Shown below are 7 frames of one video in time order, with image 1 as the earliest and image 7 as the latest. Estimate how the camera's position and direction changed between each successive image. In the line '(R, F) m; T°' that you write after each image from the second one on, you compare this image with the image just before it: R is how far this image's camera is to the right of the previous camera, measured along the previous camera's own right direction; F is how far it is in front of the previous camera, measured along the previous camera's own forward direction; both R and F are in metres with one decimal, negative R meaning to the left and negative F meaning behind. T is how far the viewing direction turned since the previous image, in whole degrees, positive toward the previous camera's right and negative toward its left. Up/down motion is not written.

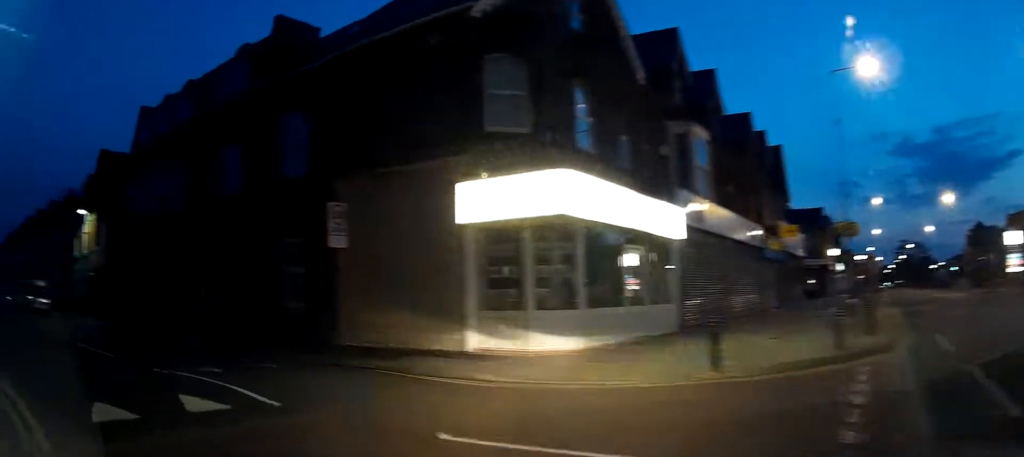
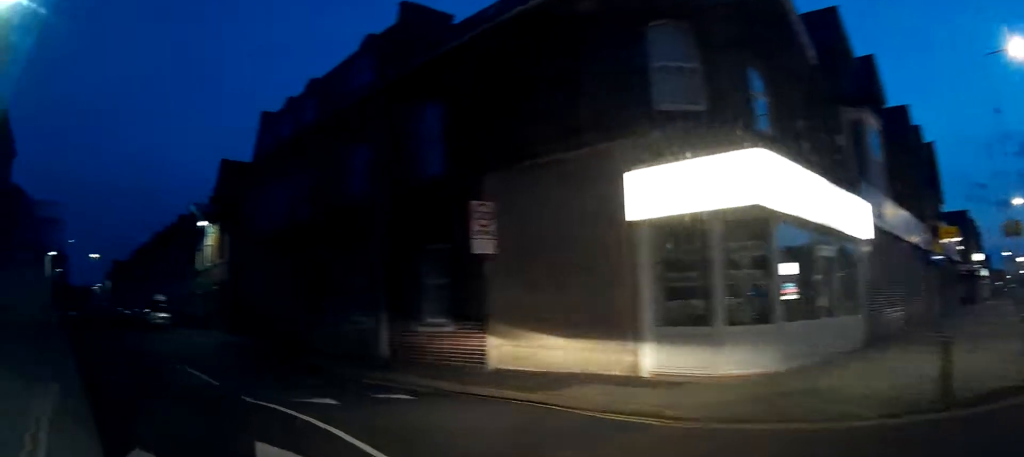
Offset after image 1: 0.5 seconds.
(+0.4, +2.0) m; -11°
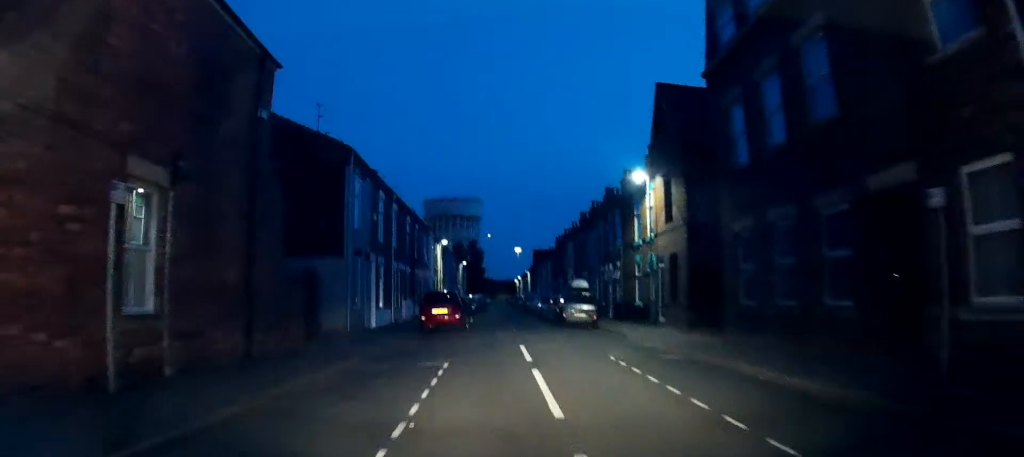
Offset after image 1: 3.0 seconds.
(-5.7, +6.2) m; -56°
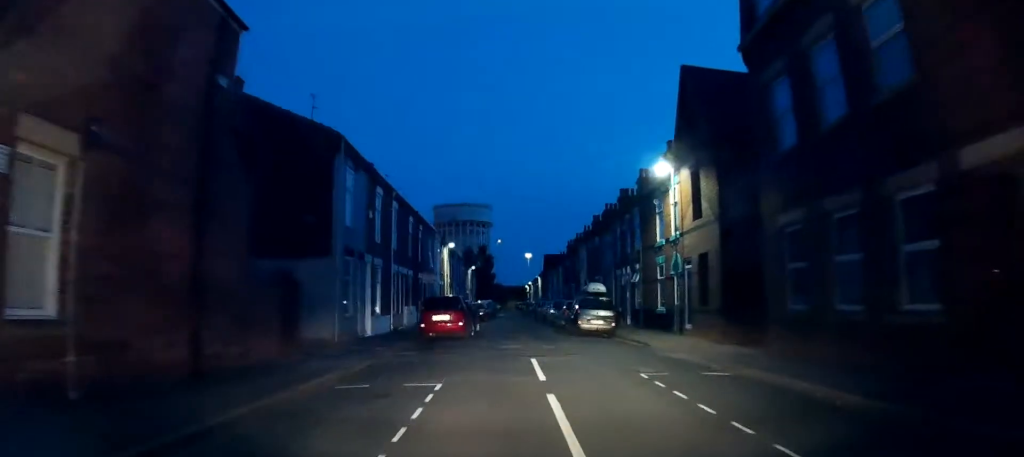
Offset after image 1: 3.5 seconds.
(-0.1, +2.1) m; -2°
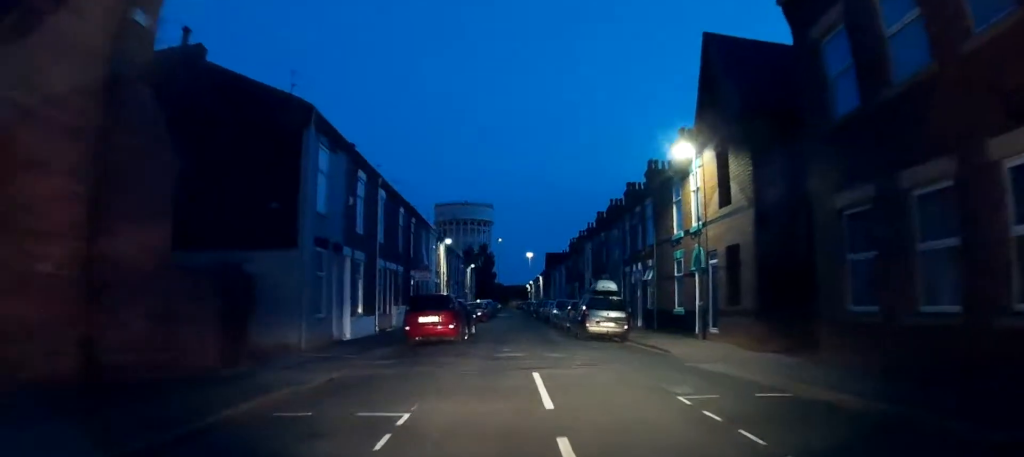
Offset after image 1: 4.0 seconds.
(0.0, +2.5) m; 0°
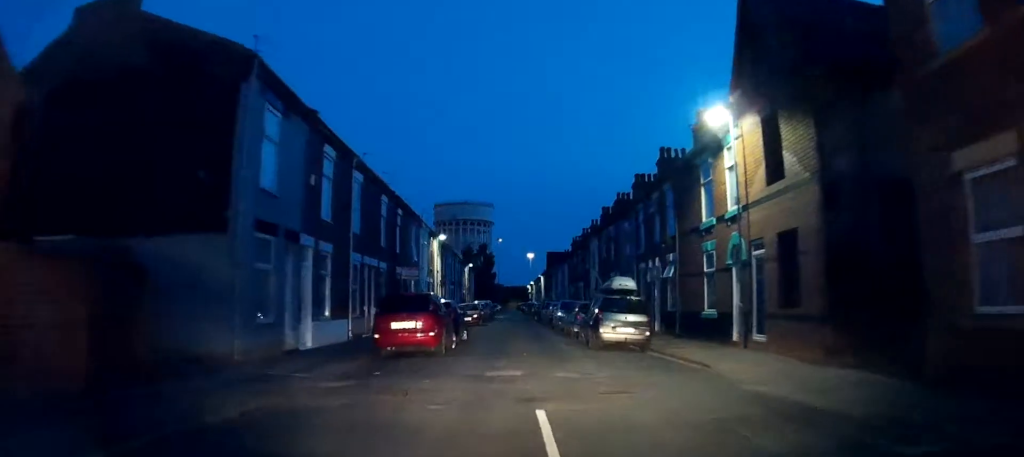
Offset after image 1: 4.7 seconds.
(0.0, +3.5) m; 0°
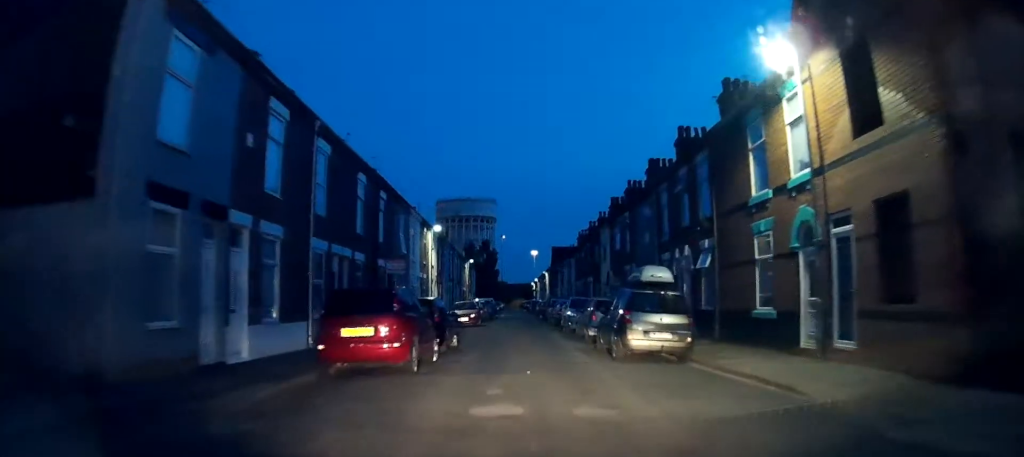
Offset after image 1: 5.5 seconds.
(0.0, +4.2) m; +1°
